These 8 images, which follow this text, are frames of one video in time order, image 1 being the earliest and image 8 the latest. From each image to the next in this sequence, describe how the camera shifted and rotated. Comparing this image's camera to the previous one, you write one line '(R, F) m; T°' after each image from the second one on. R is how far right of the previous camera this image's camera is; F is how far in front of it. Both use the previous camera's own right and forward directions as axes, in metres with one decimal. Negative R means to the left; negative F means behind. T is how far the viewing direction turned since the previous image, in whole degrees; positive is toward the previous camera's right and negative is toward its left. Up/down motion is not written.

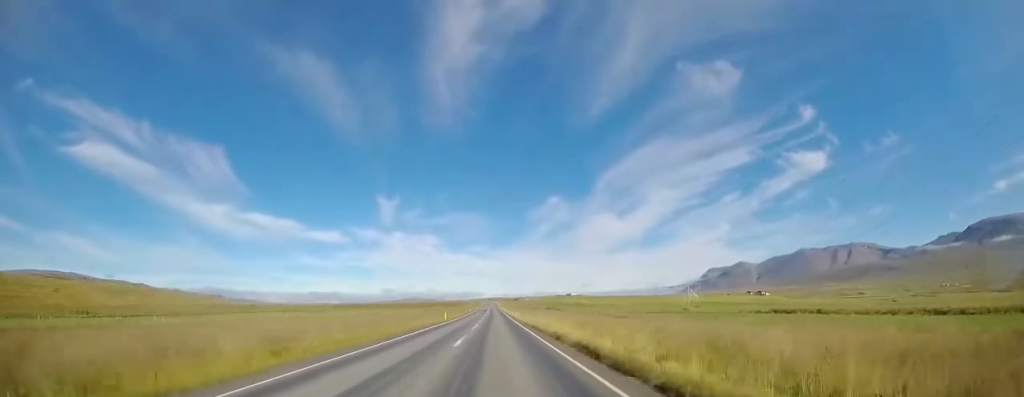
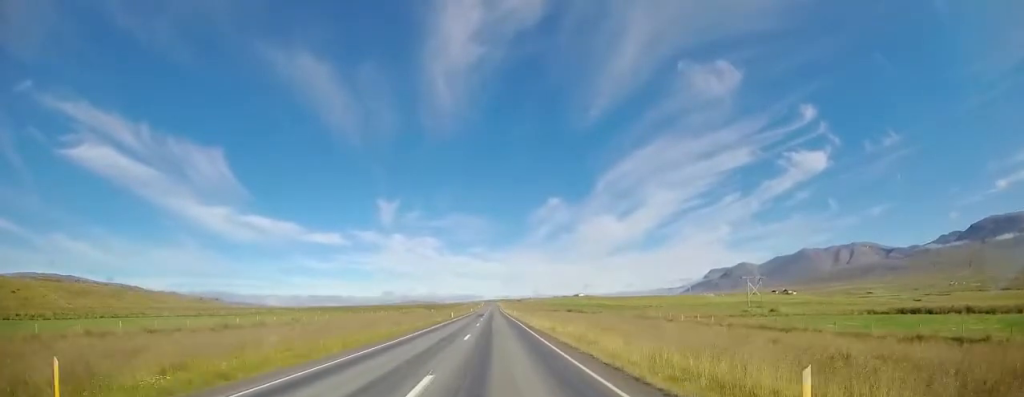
(+0.1, +44.9) m; 0°
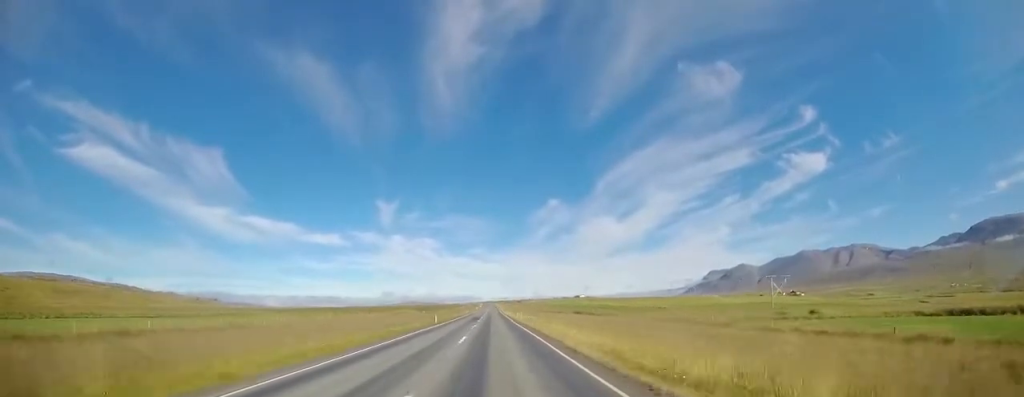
(0.0, +14.1) m; 0°
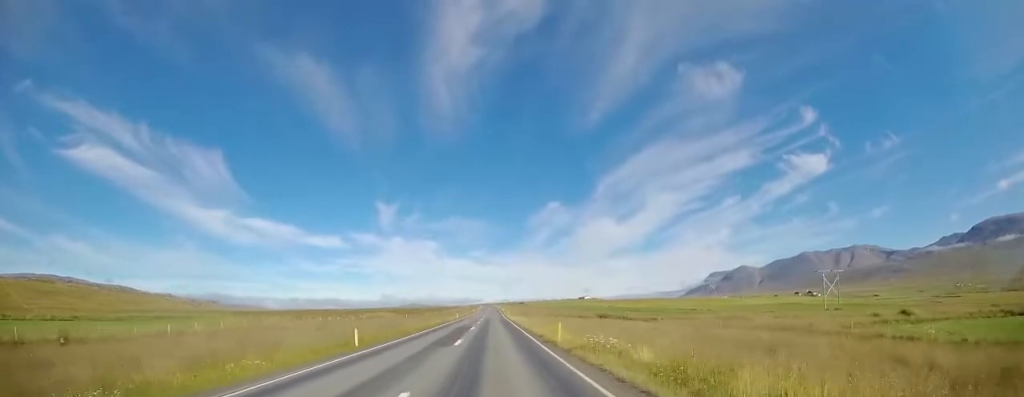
(-0.2, +23.5) m; 0°
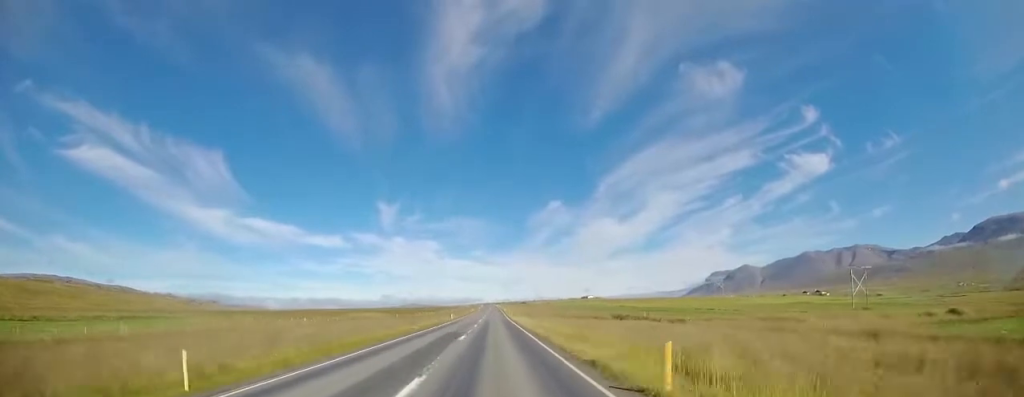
(0.0, +10.3) m; 0°
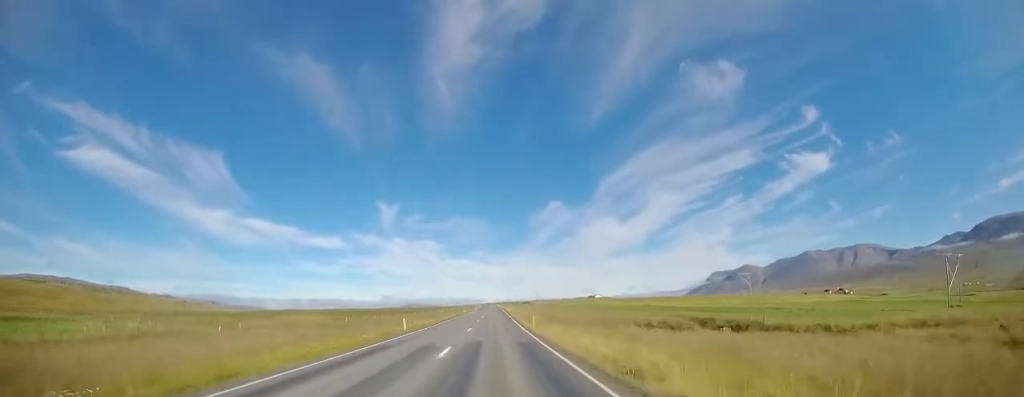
(+0.1, +30.1) m; 0°
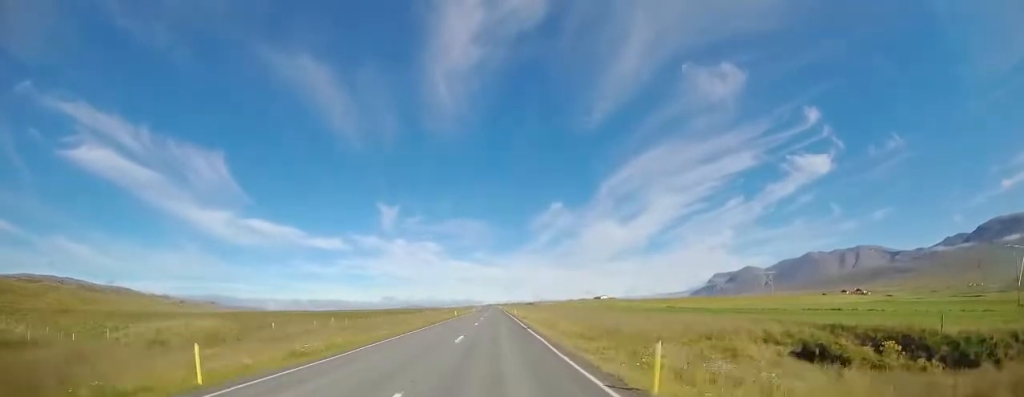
(+0.1, +19.9) m; 0°
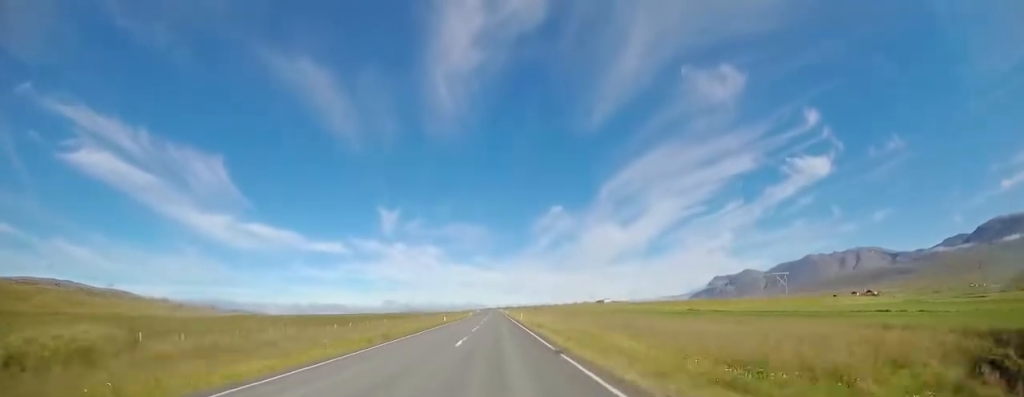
(-0.1, +12.6) m; 0°
